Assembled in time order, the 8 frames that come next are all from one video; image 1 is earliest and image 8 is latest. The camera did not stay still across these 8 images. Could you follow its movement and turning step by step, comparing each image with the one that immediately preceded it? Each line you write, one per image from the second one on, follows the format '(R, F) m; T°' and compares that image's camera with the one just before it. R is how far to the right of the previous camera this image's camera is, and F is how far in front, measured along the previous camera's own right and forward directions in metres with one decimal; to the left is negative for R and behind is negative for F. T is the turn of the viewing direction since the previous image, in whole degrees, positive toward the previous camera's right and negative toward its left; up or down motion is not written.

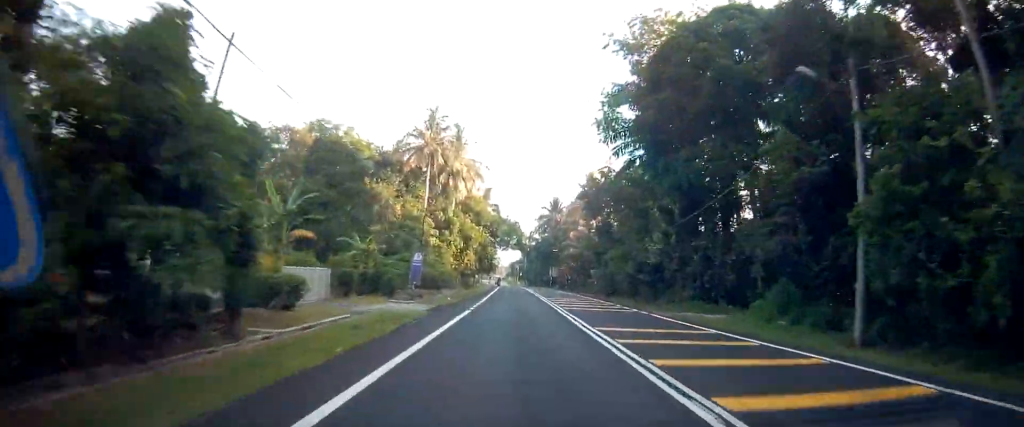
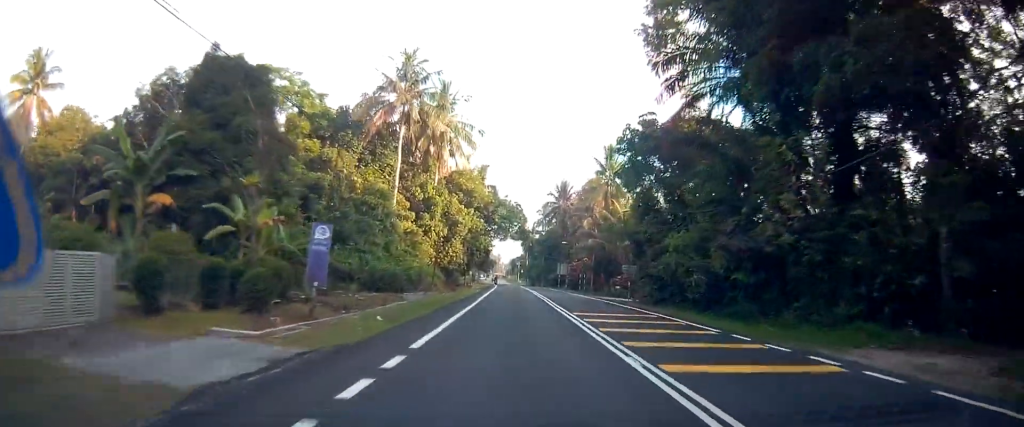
(+0.1, +16.8) m; 0°
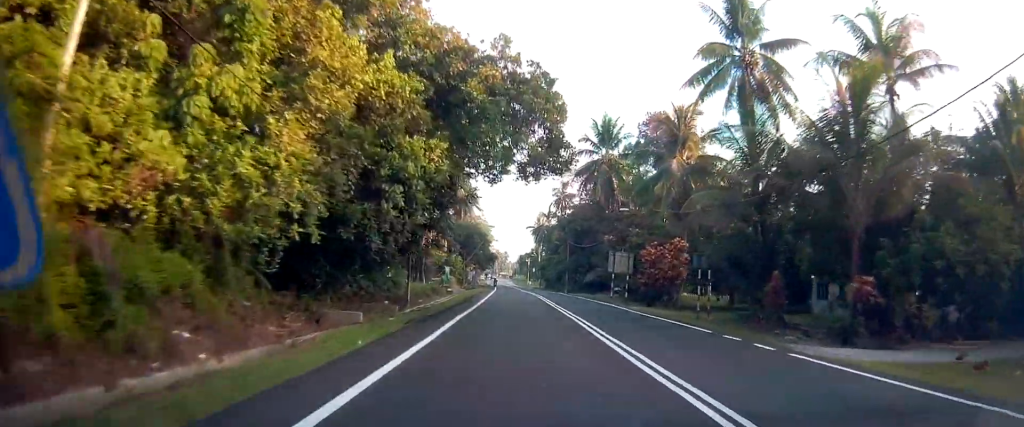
(0.0, +40.2) m; -1°
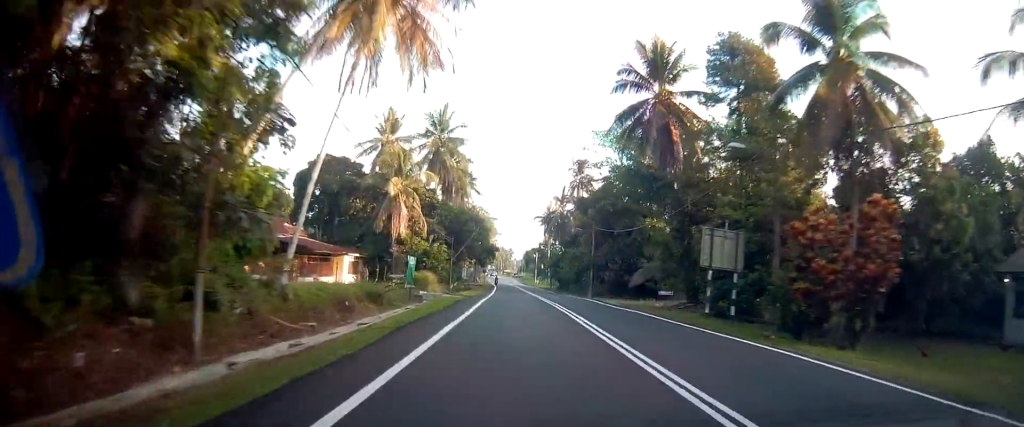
(-0.4, +20.0) m; -1°
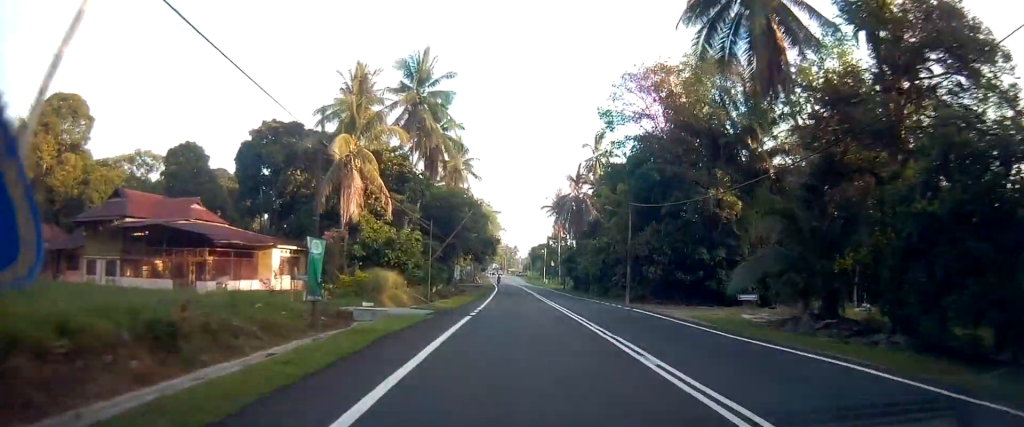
(-0.2, +16.7) m; 0°
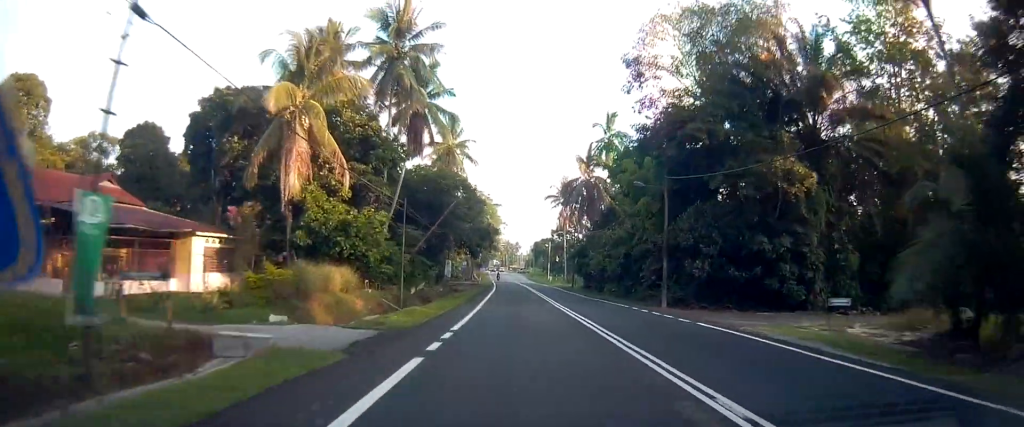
(+0.4, +9.9) m; 0°
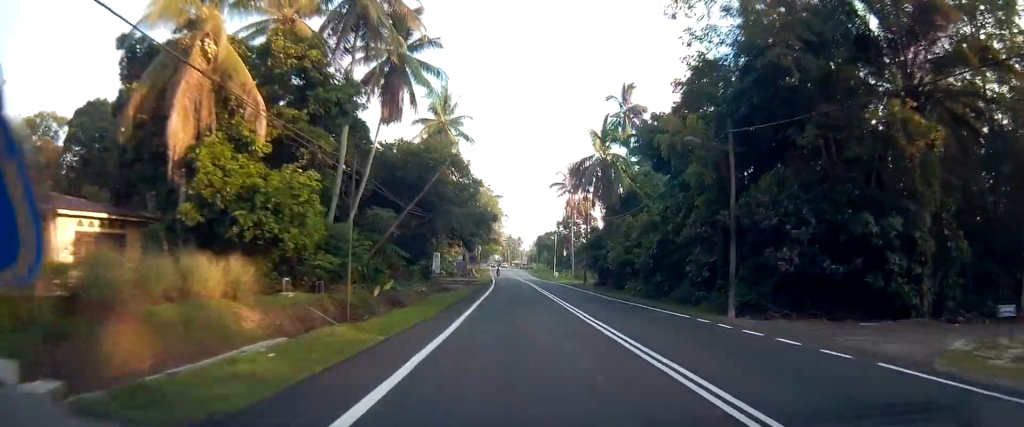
(+0.1, +9.9) m; 0°
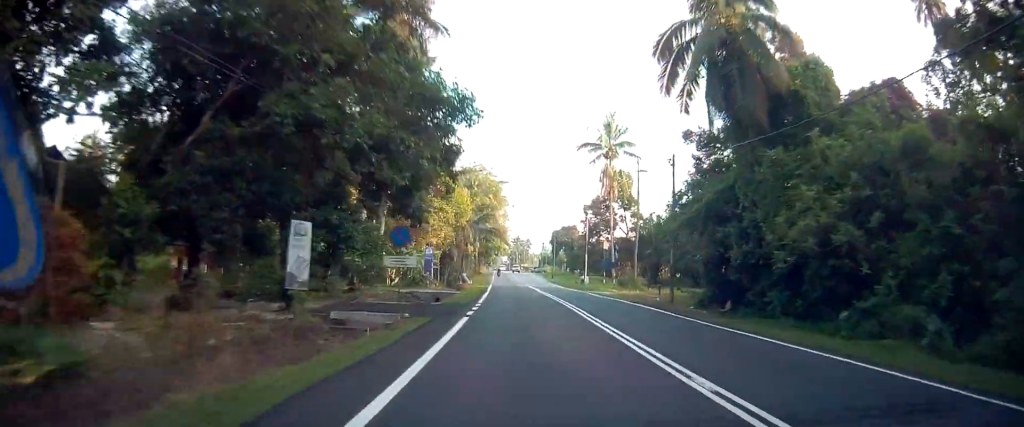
(-0.3, +30.9) m; 0°
